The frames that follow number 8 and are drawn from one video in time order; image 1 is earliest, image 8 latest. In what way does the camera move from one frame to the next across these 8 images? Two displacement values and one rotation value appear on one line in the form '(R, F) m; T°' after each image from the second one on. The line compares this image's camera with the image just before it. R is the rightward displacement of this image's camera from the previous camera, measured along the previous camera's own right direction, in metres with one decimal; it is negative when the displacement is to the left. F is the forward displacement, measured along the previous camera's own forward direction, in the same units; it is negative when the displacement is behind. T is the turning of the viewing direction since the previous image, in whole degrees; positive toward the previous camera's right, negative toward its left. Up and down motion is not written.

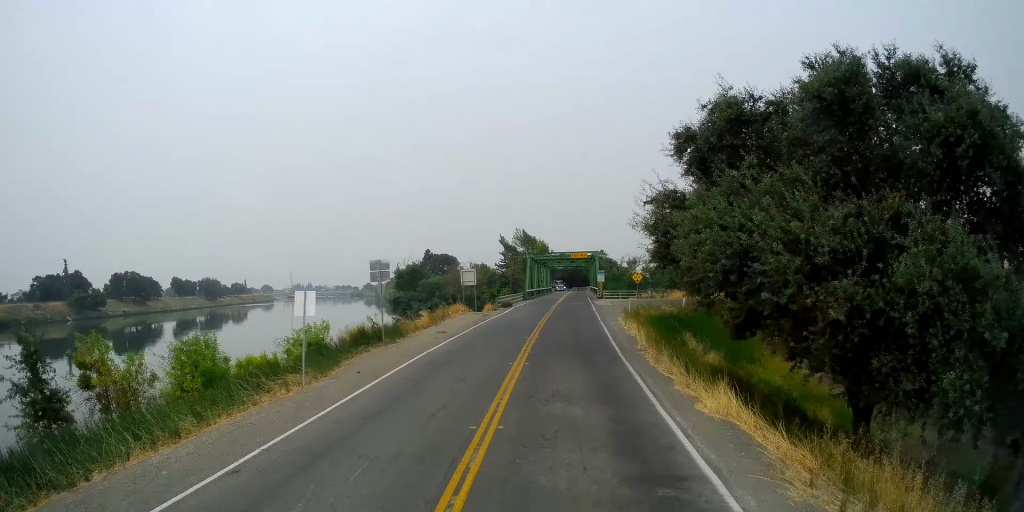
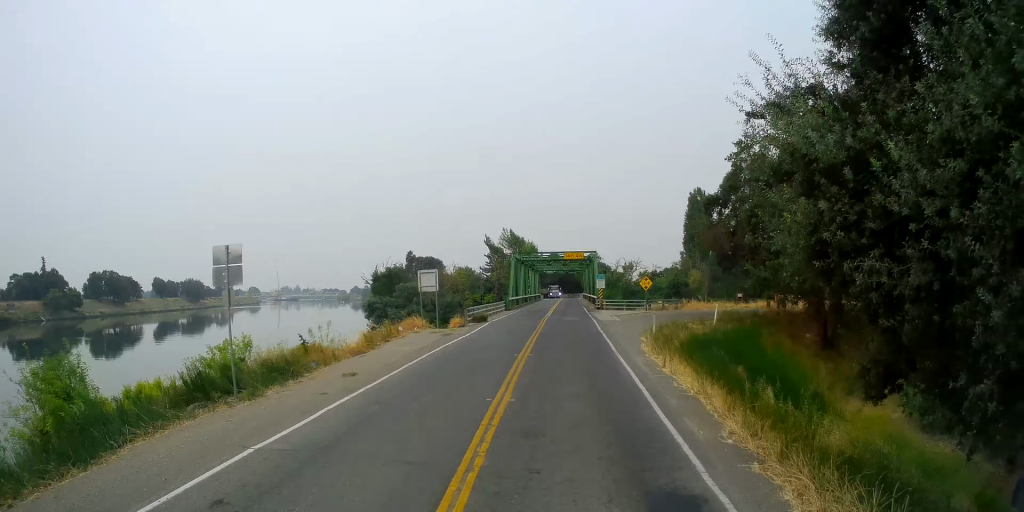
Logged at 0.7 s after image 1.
(0.0, +12.2) m; 0°
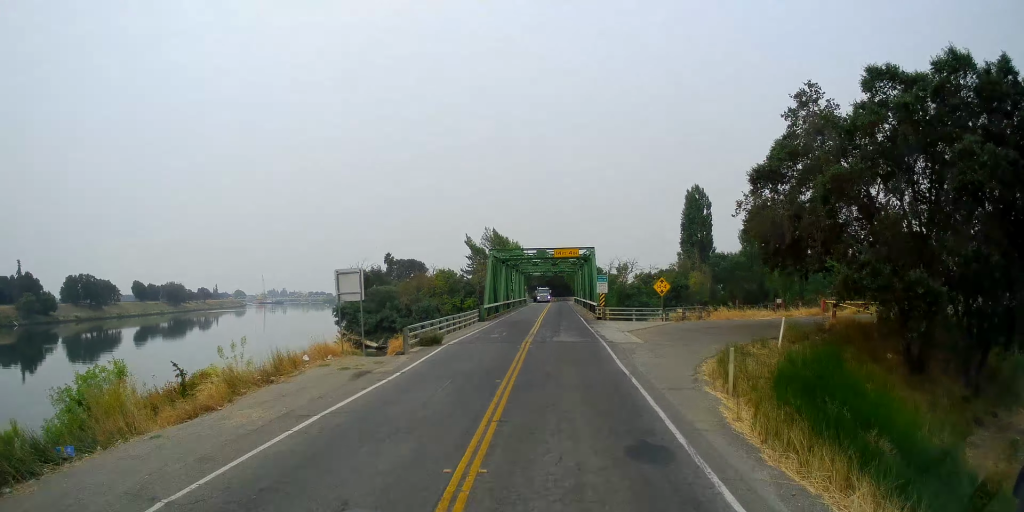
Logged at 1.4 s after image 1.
(-0.1, +12.2) m; 0°
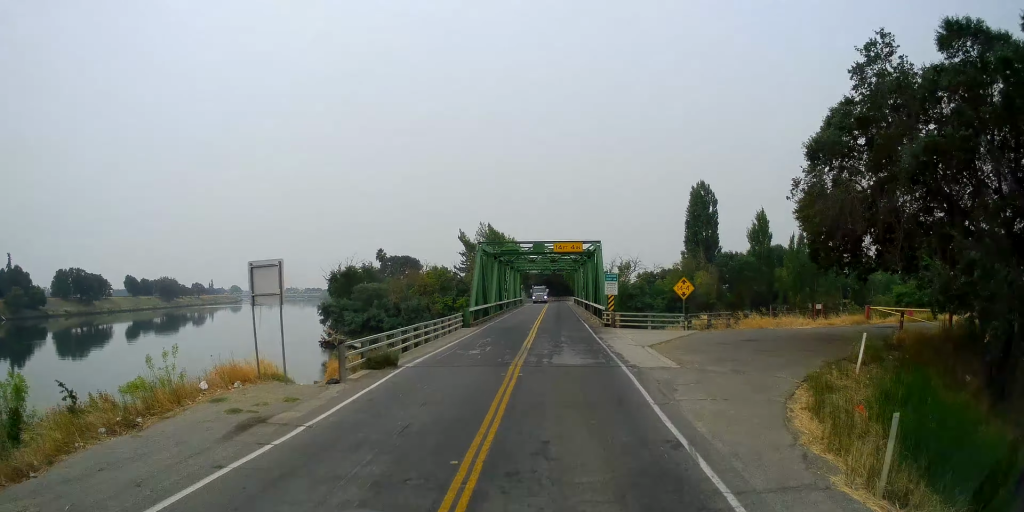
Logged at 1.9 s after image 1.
(+0.1, +7.7) m; +1°
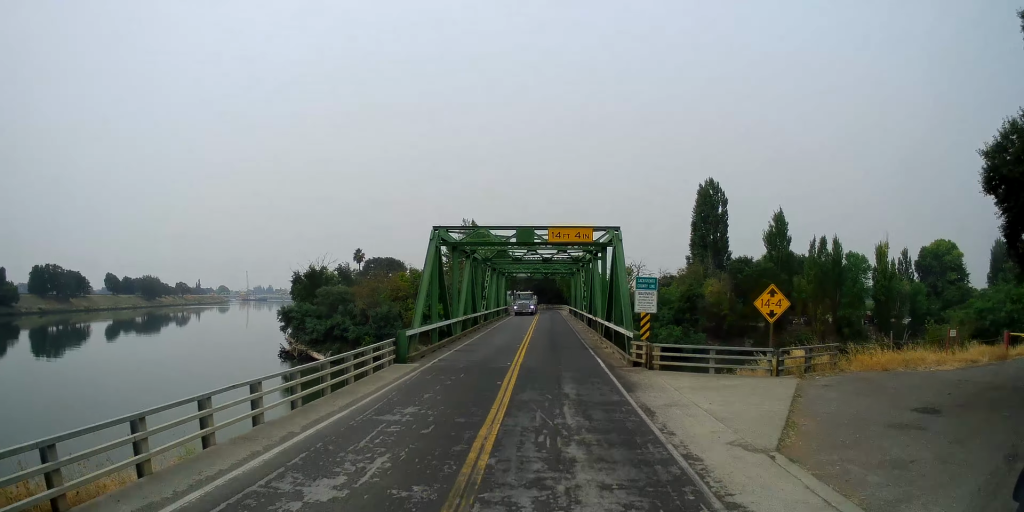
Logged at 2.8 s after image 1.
(+0.3, +15.2) m; +2°
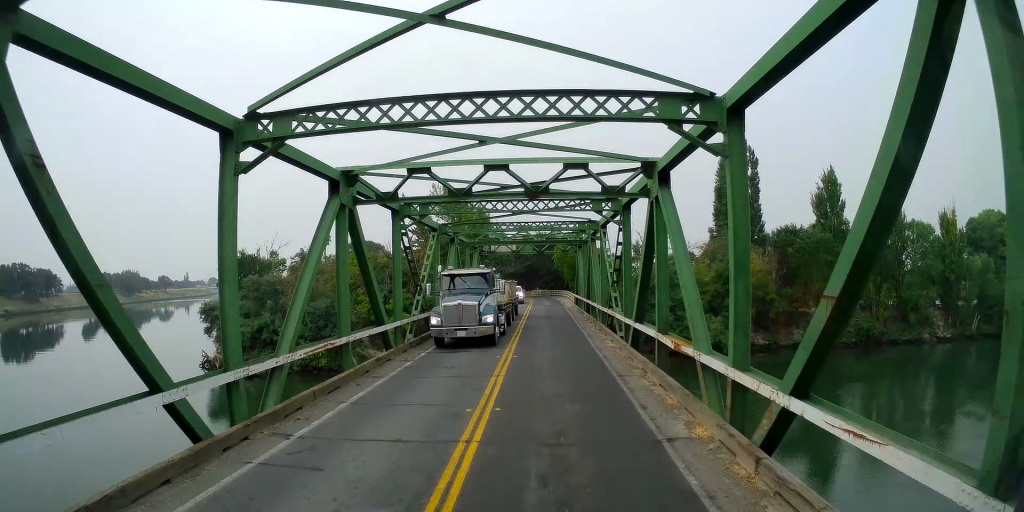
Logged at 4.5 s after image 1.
(+0.4, +26.7) m; +2°
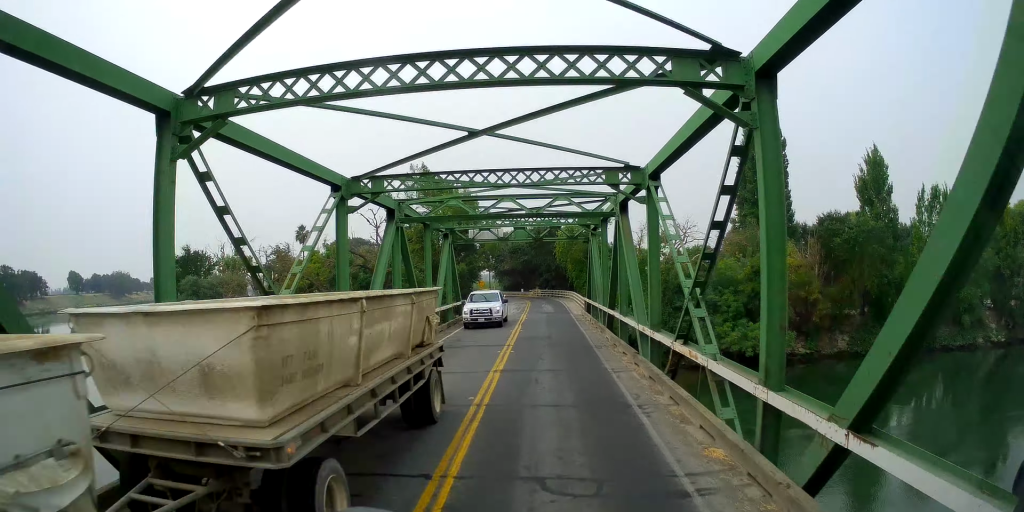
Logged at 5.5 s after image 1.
(+0.3, +14.3) m; -2°
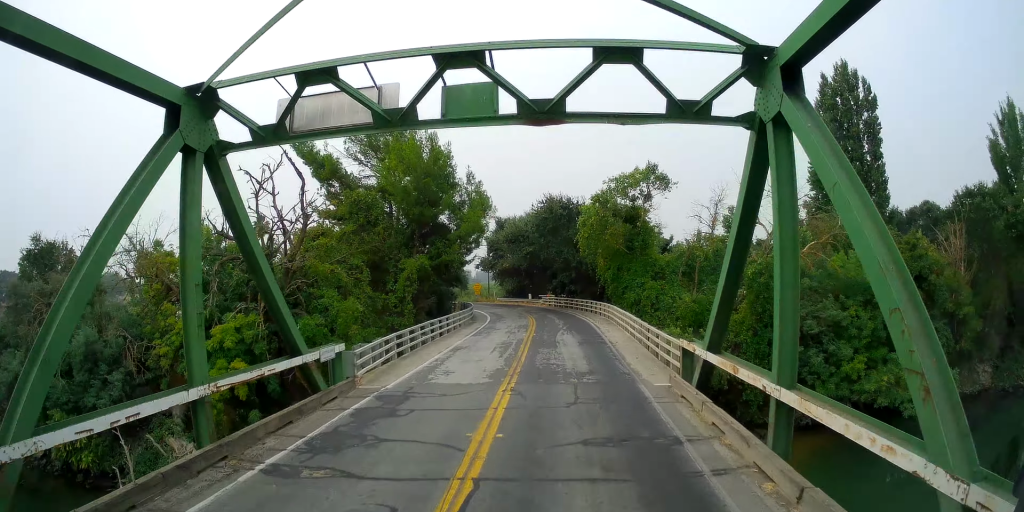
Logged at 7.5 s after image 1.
(-0.4, +26.6) m; +1°
